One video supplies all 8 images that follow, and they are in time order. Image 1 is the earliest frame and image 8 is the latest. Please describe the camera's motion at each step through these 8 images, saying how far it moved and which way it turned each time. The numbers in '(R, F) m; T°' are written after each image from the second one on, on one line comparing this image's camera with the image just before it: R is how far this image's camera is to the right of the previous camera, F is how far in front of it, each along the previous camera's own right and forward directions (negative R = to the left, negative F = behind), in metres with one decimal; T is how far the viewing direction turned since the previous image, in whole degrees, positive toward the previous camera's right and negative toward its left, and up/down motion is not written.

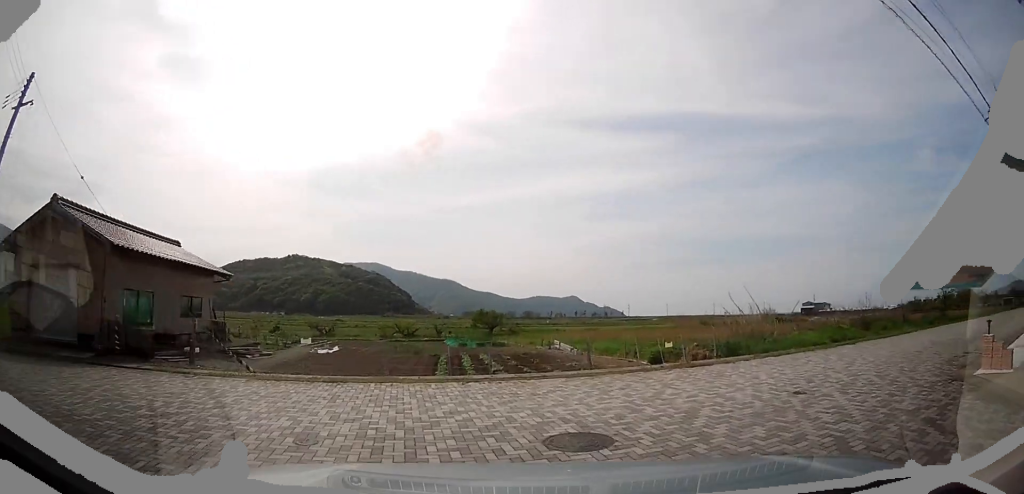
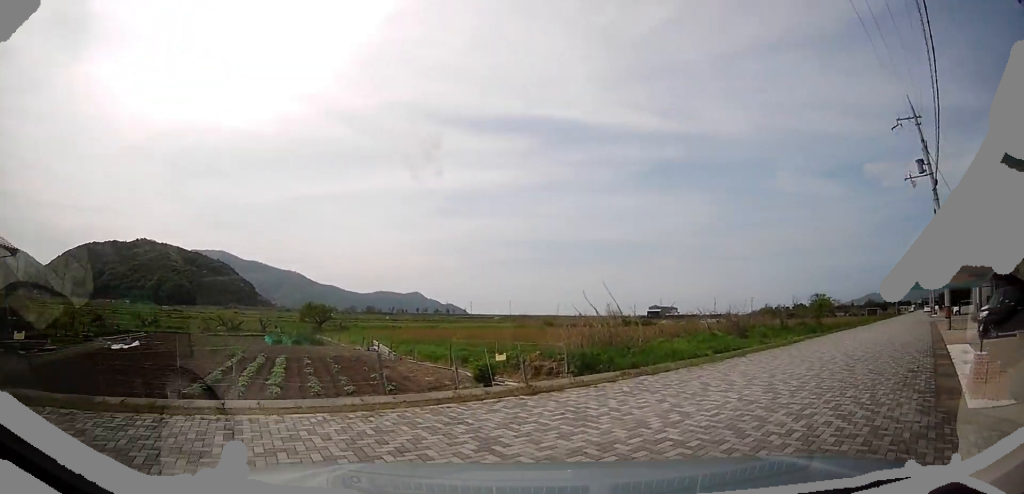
(+0.4, +3.4) m; +25°
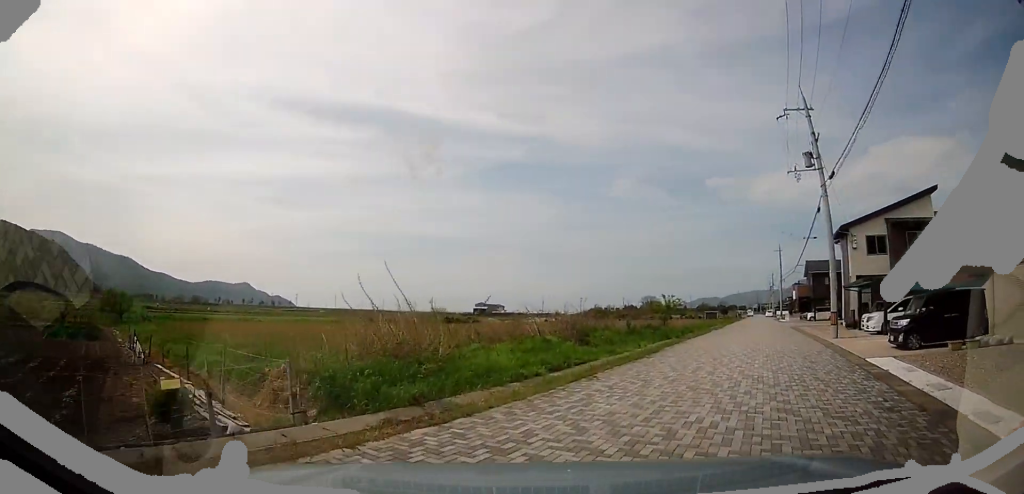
(+1.1, +3.6) m; +24°
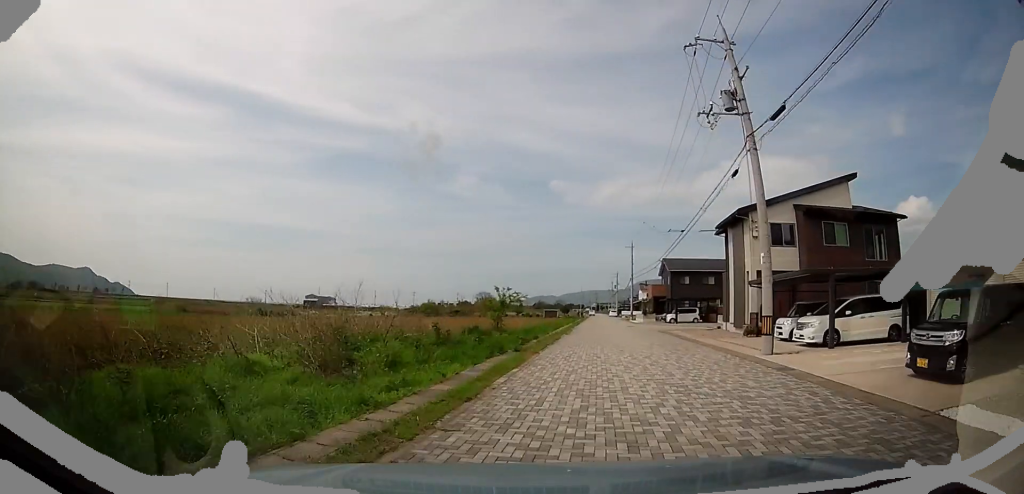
(+1.7, +6.4) m; +26°
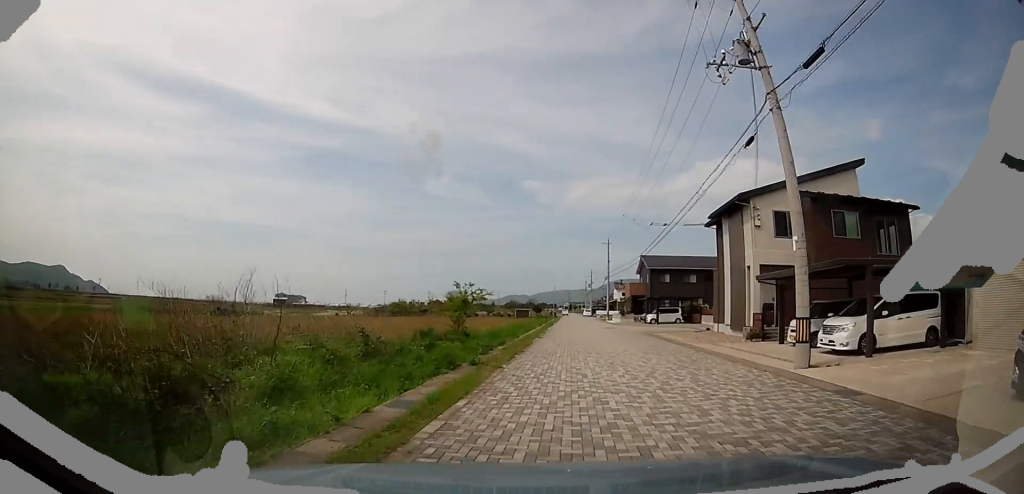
(+0.3, +2.9) m; +6°
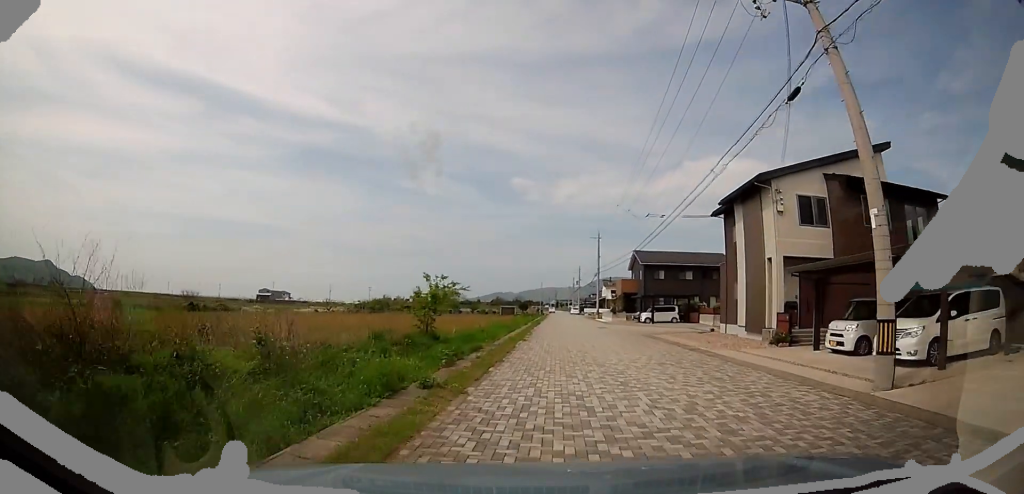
(0.0, +3.0) m; 0°
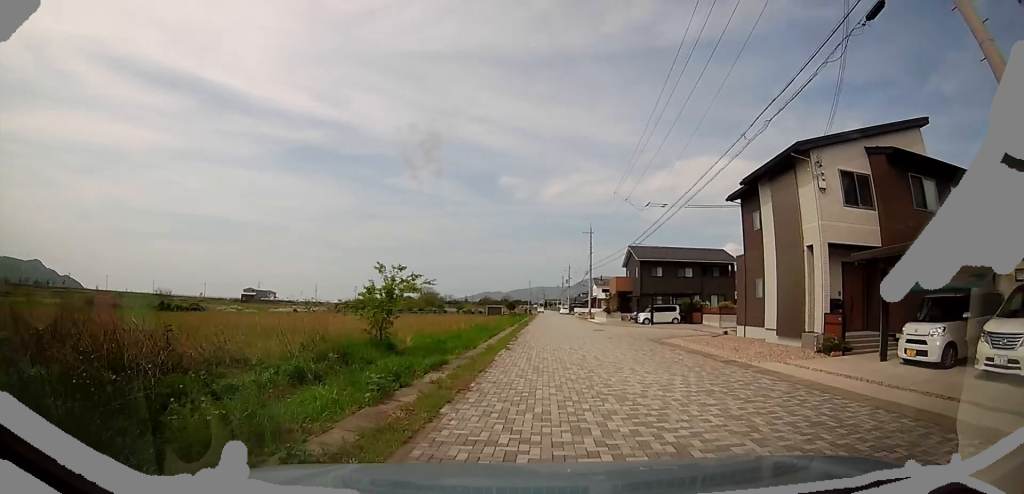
(0.0, +3.6) m; 0°
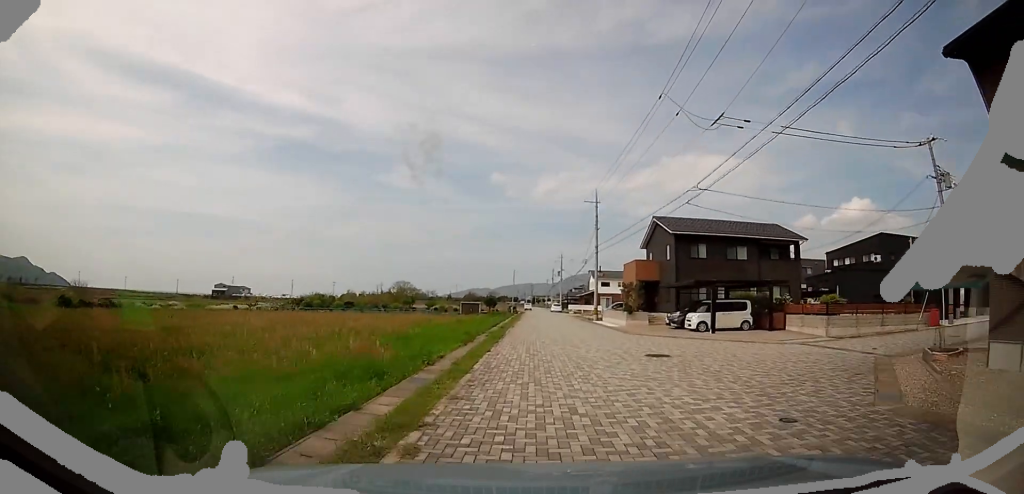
(0.0, +14.3) m; 0°
